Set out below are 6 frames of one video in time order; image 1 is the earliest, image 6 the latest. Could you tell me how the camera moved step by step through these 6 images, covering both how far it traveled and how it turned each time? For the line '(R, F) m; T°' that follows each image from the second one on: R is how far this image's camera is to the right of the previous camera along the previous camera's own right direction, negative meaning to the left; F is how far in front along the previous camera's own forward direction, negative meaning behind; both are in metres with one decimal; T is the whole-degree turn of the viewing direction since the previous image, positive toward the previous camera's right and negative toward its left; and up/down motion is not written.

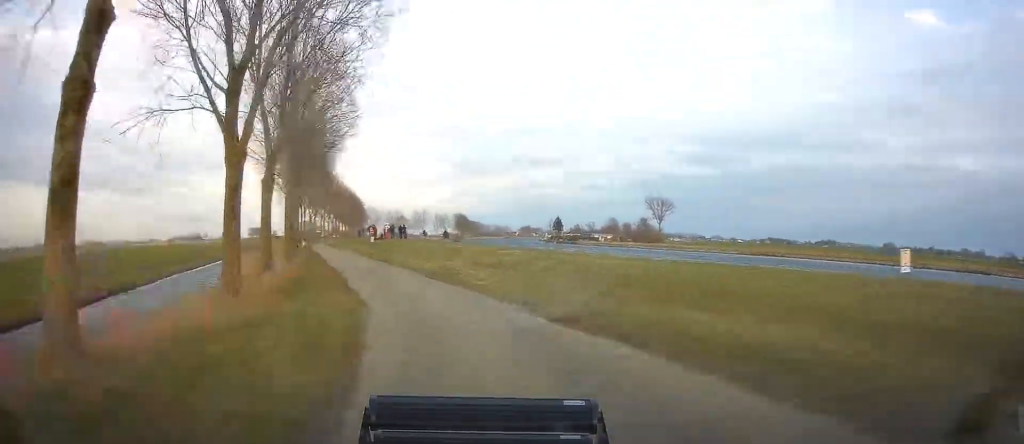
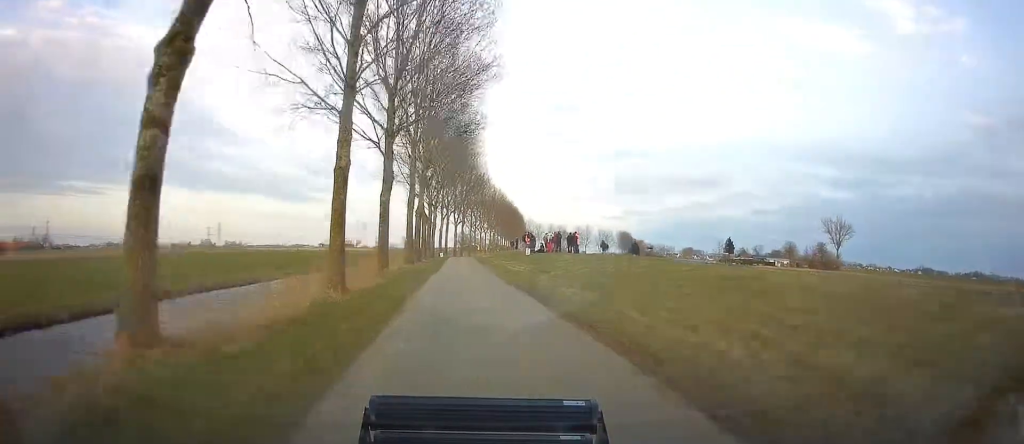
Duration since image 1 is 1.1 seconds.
(-3.1, +20.9) m; -11°
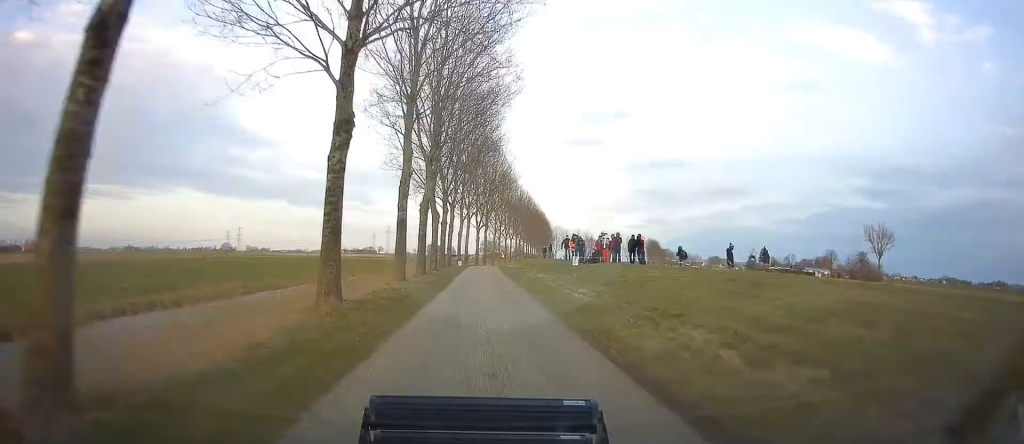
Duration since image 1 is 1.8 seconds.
(-0.4, +13.1) m; -2°
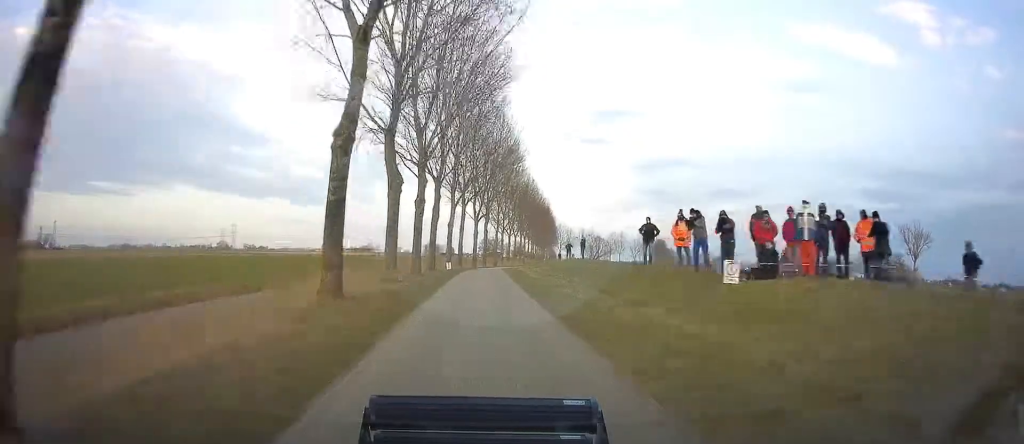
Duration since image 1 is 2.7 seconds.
(-0.3, +21.8) m; -2°
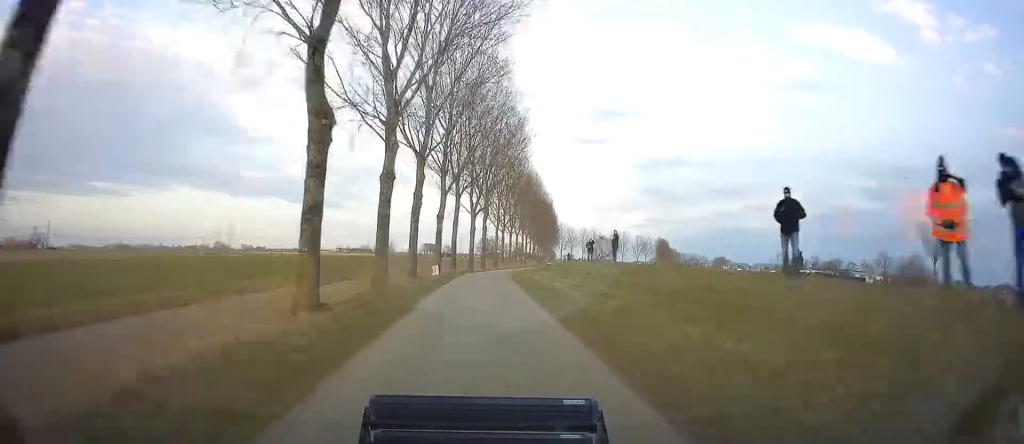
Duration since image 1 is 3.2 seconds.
(-0.2, +12.1) m; 0°
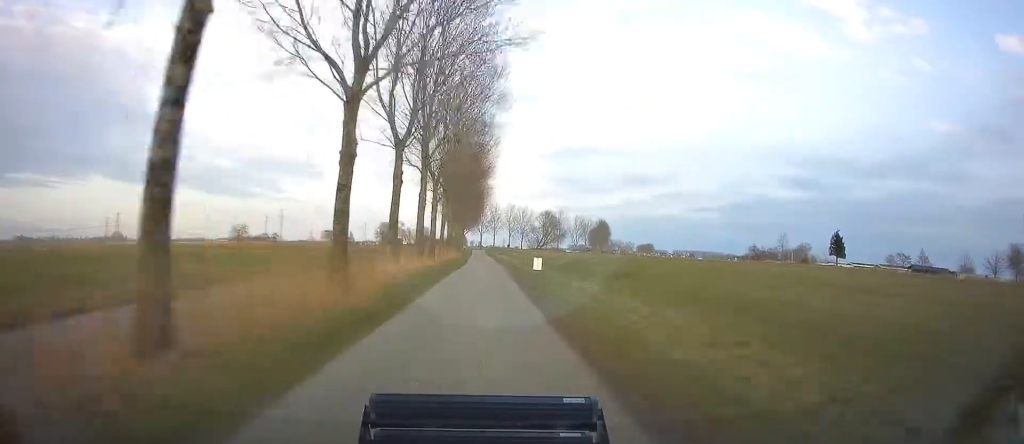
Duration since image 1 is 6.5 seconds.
(+4.2, +87.3) m; +7°
